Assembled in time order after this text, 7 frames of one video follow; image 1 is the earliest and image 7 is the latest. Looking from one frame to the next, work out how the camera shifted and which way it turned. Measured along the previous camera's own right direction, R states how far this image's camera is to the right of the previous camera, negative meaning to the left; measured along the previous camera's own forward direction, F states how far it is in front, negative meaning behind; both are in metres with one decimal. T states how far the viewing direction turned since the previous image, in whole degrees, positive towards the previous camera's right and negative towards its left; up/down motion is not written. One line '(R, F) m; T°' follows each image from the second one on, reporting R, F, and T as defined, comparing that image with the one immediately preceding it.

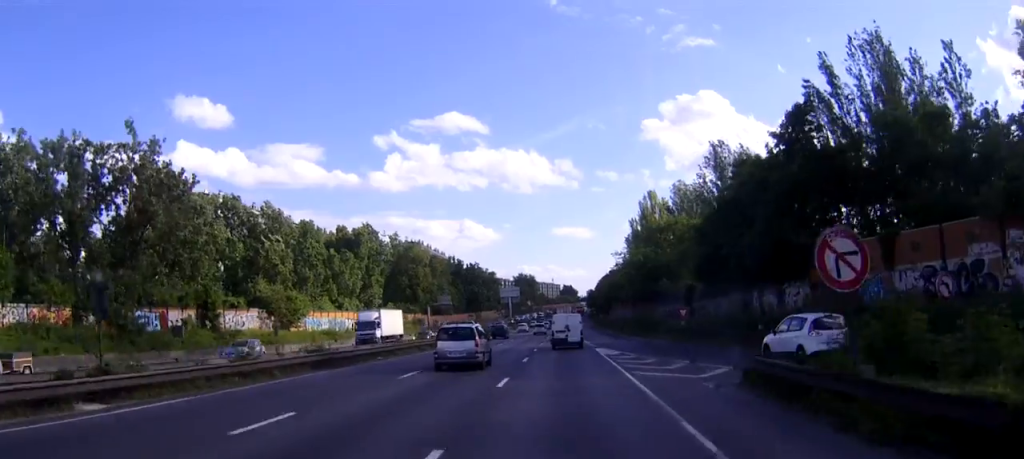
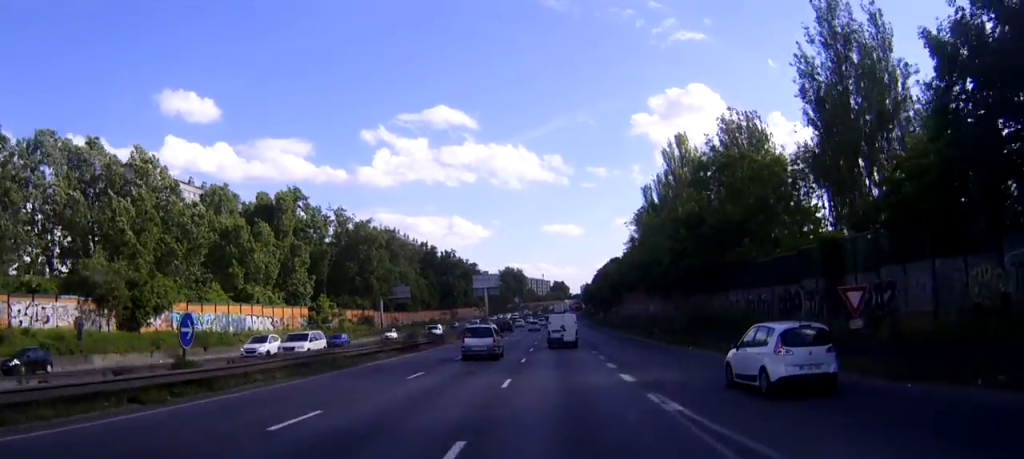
(+0.3, +36.8) m; +1°
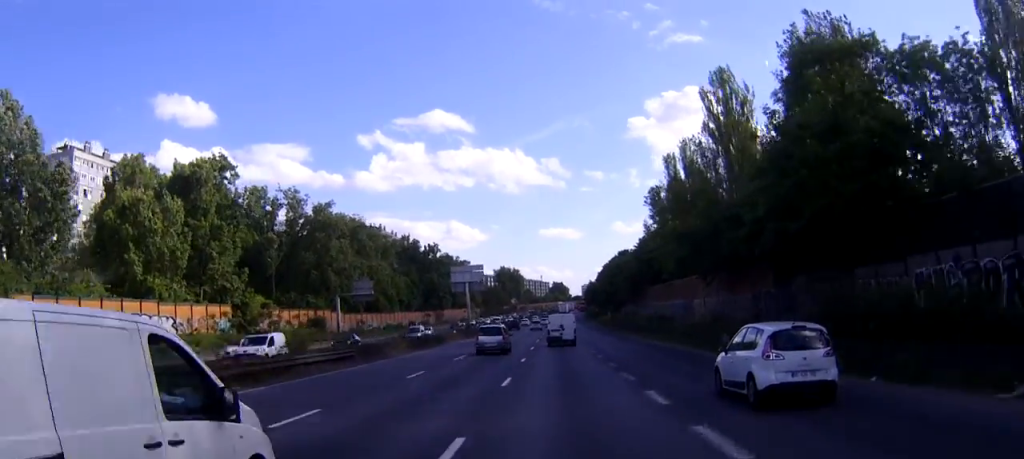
(+0.2, +25.3) m; +1°
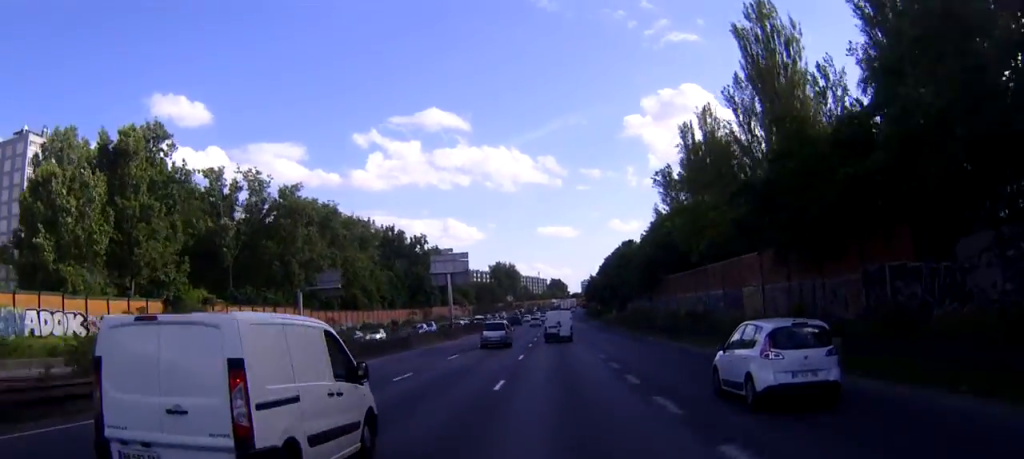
(0.0, +14.8) m; 0°
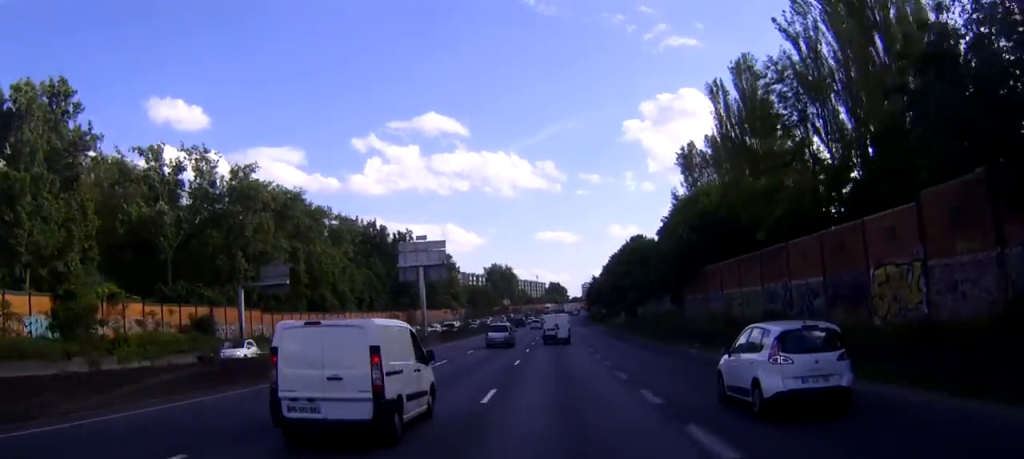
(+0.1, +16.8) m; 0°
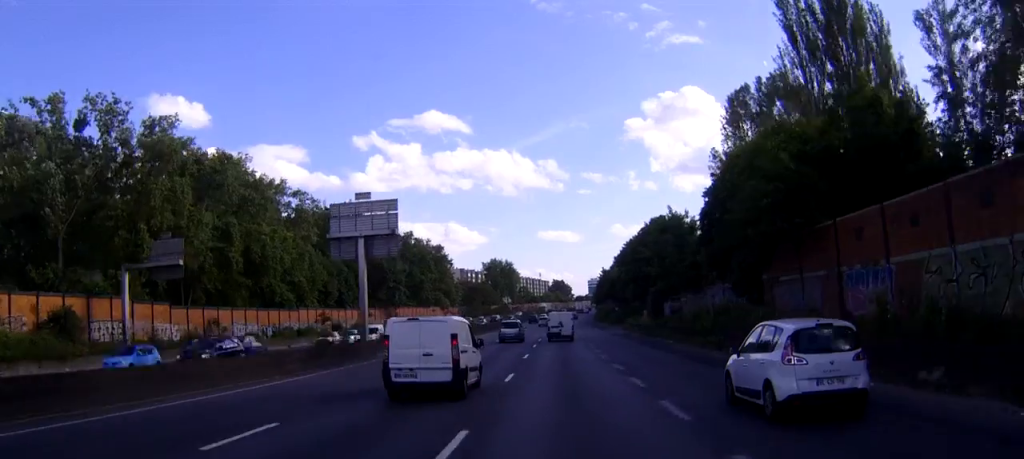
(0.0, +21.8) m; 0°
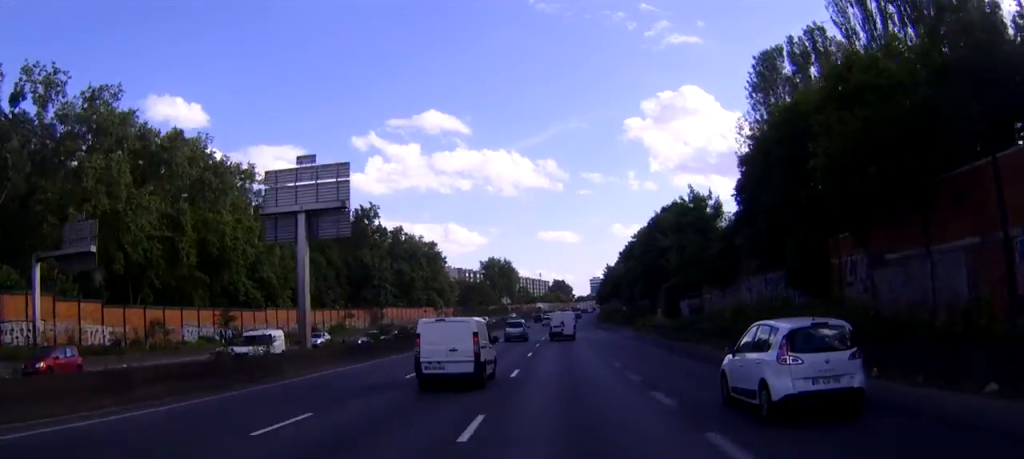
(0.0, +10.9) m; 0°
